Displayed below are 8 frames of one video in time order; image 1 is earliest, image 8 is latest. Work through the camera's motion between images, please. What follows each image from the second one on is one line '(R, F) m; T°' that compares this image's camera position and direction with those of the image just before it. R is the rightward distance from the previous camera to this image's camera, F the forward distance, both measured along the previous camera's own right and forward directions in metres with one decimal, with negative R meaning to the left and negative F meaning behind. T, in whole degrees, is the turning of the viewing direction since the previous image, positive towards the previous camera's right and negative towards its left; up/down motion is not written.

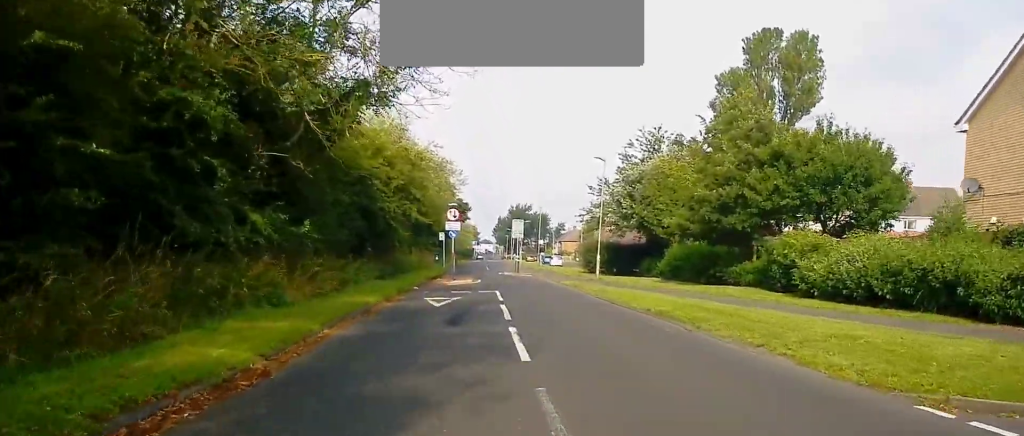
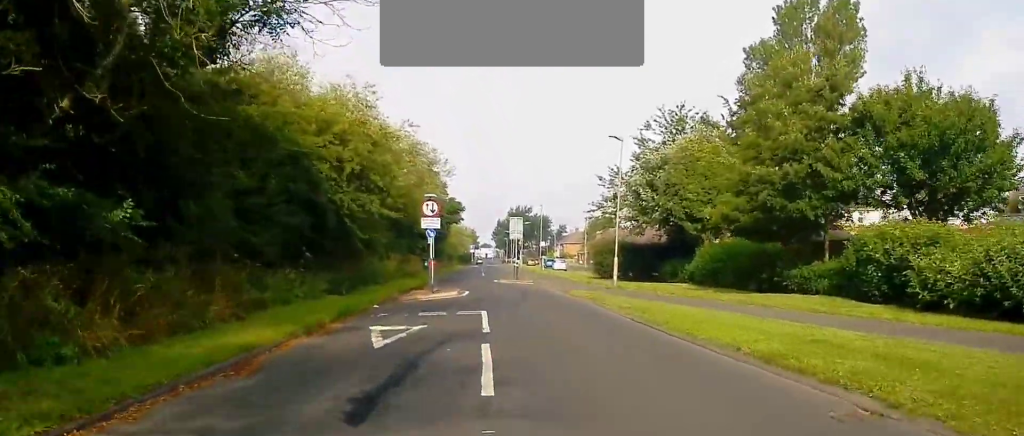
(+0.1, +7.9) m; +1°
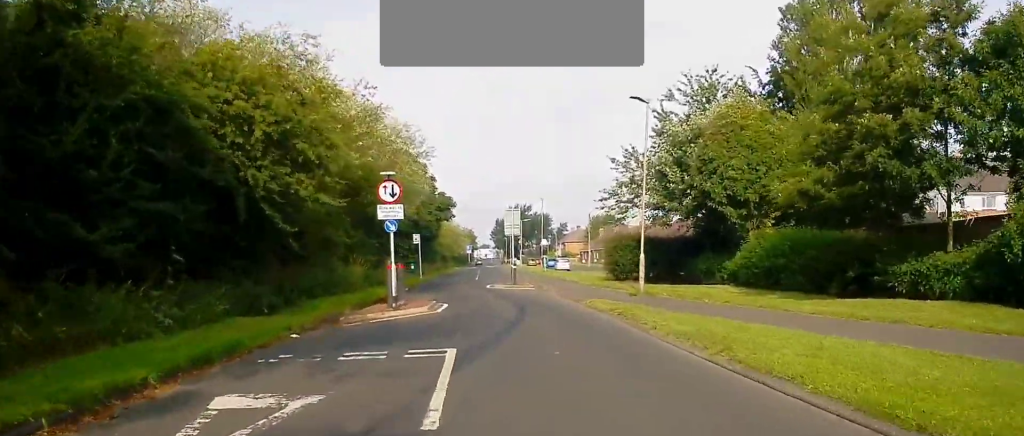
(0.0, +7.6) m; 0°
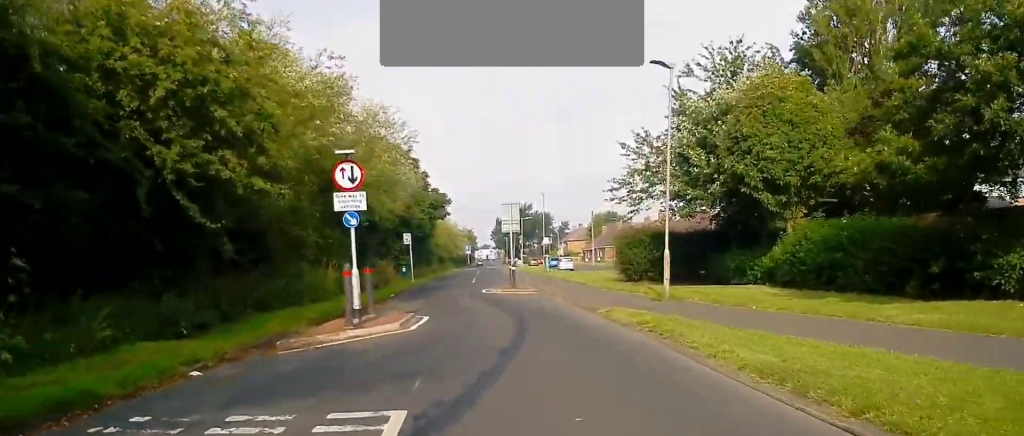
(0.0, +4.4) m; 0°
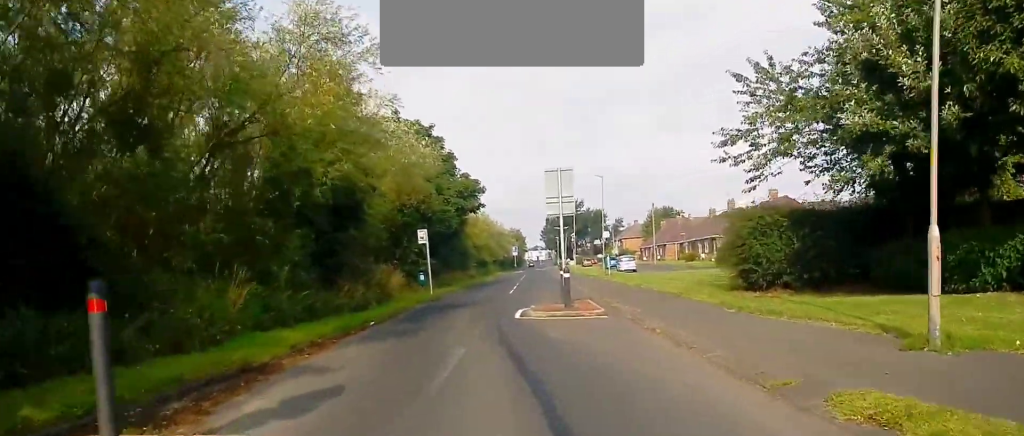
(-0.5, +12.4) m; -5°
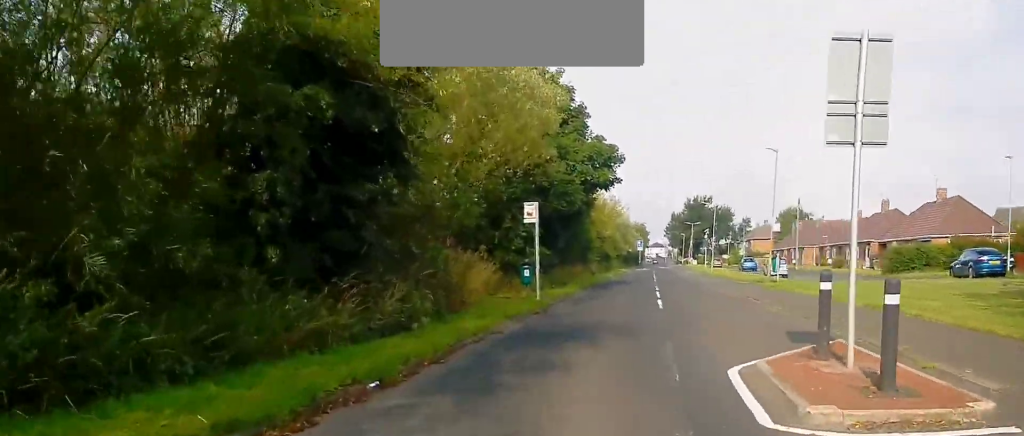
(-0.4, +12.0) m; -6°
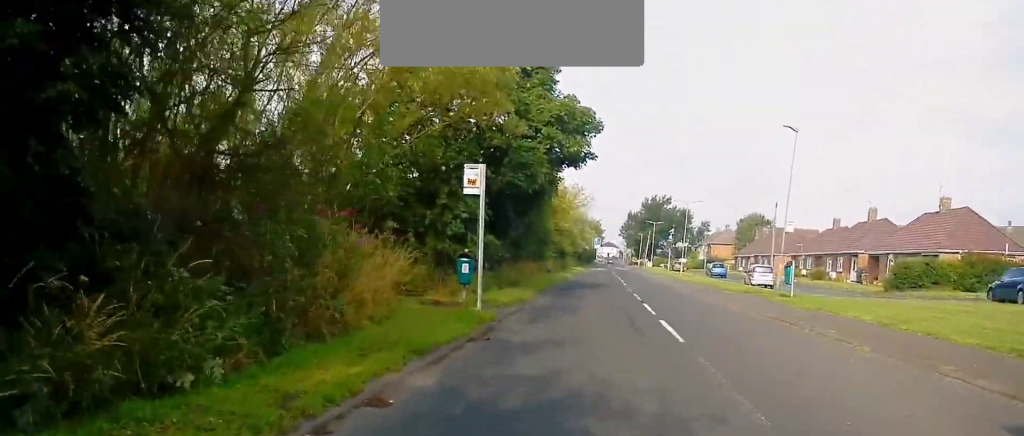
(-0.4, +7.6) m; +1°
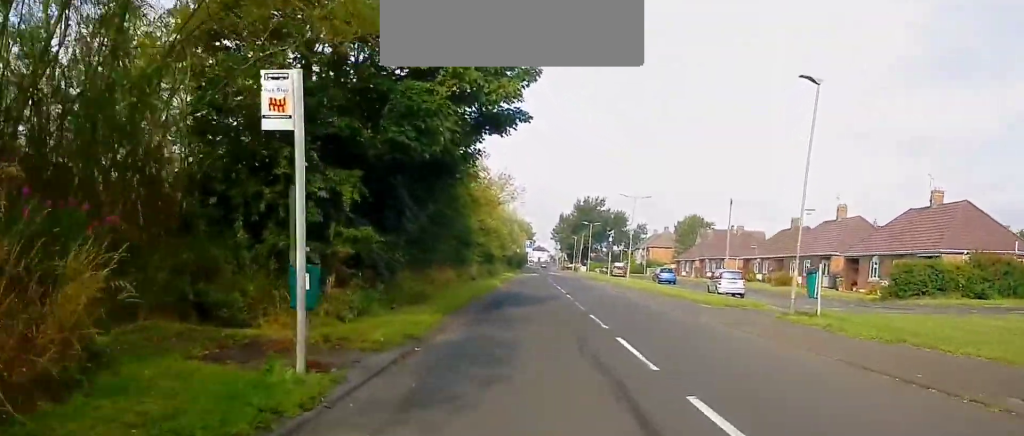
(+0.5, +8.2) m; +7°
